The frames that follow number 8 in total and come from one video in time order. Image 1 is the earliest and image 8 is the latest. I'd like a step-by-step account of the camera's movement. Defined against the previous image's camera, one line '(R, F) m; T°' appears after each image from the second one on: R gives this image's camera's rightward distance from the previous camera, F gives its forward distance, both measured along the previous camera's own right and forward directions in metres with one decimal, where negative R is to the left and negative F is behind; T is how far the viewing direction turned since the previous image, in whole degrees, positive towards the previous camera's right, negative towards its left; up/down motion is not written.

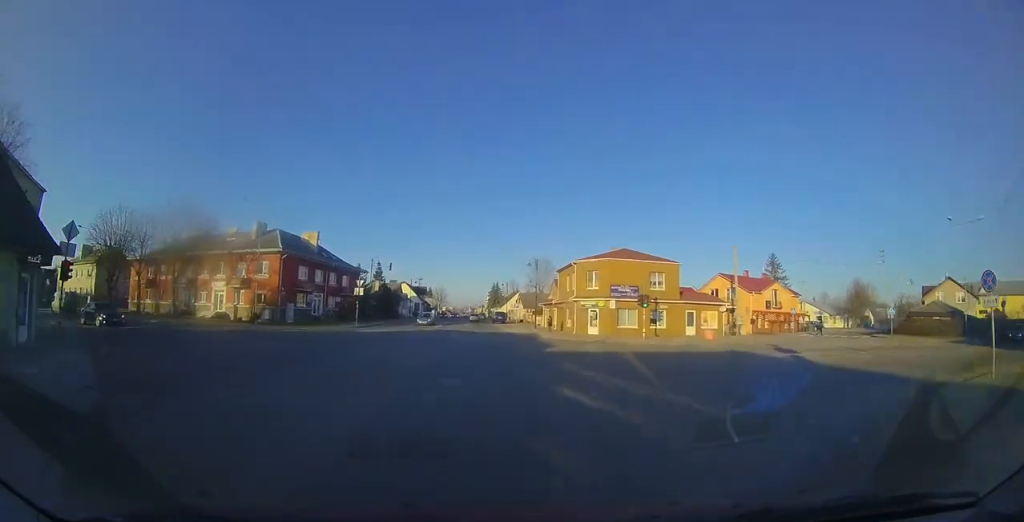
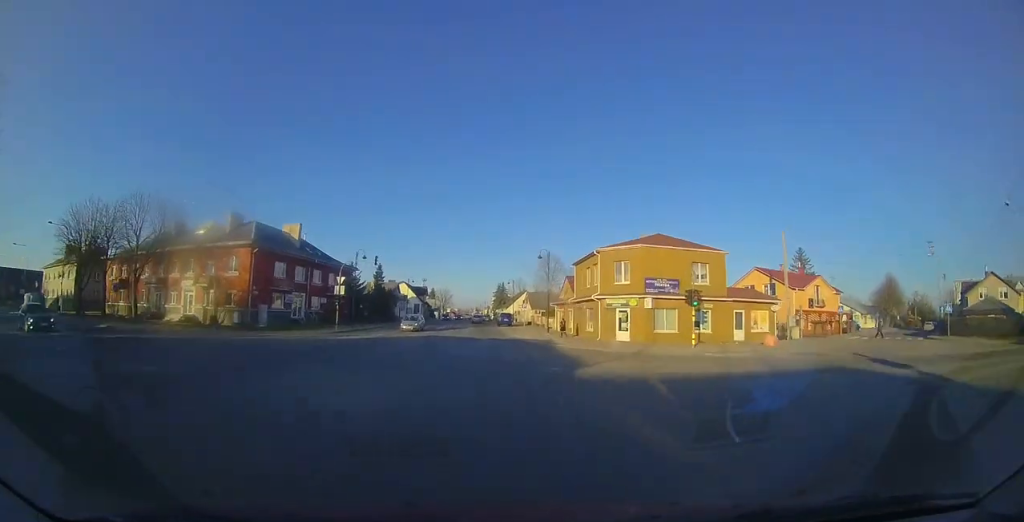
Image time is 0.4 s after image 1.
(-0.1, +5.7) m; -1°
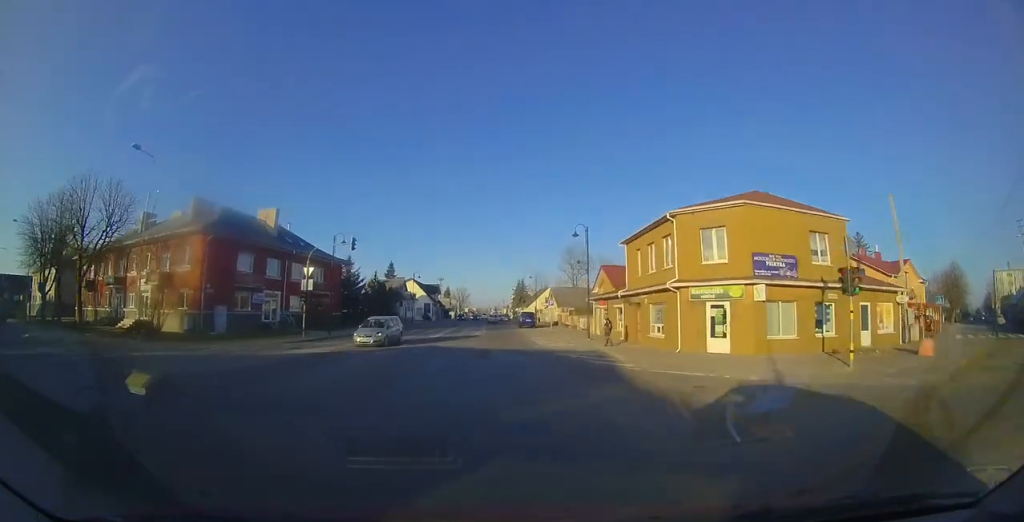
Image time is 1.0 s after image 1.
(-0.1, +8.6) m; -1°
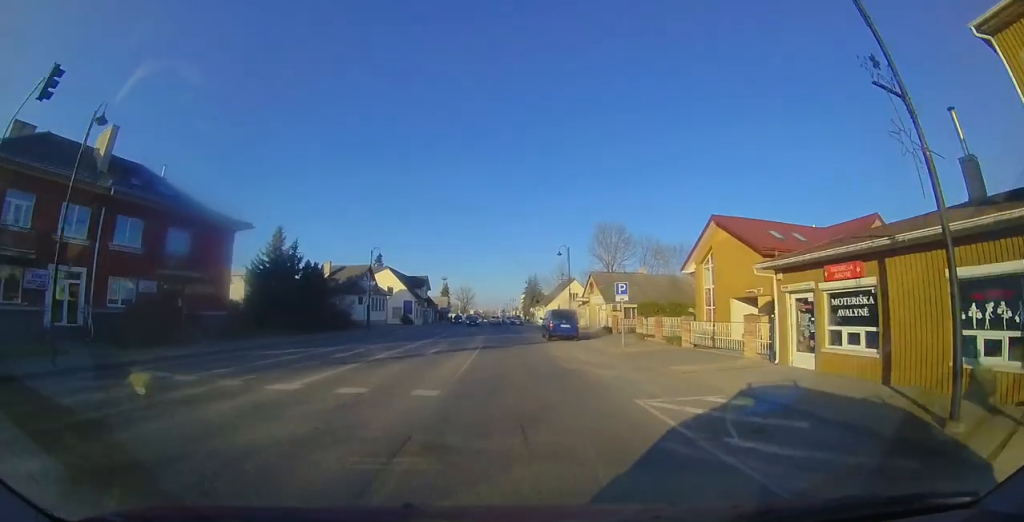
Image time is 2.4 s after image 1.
(-0.4, +20.2) m; -4°
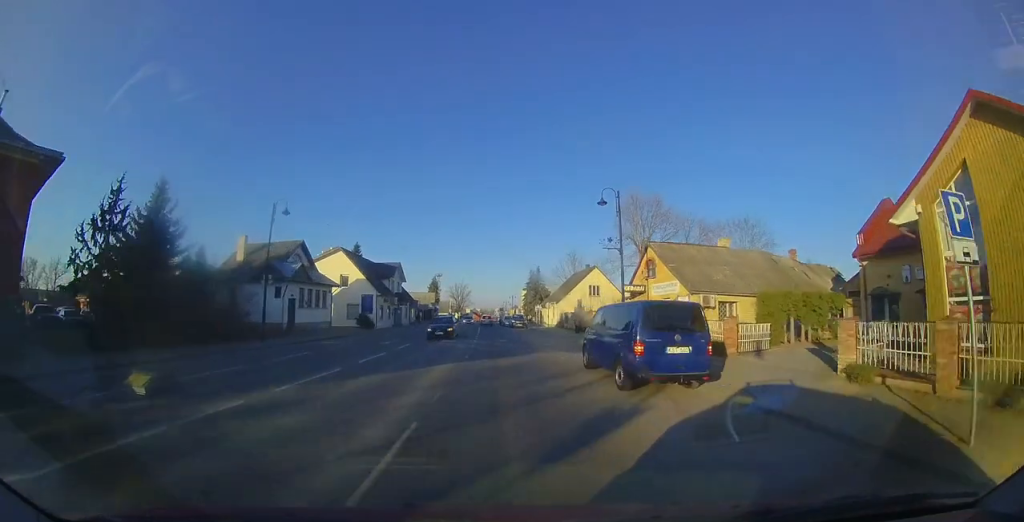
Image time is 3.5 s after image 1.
(-0.6, +14.5) m; -2°
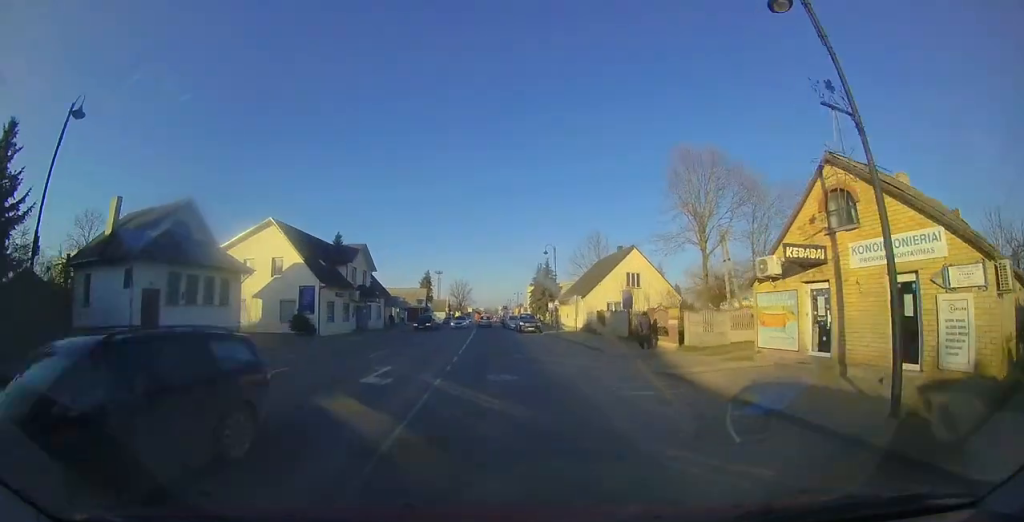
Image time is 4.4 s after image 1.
(0.0, +12.0) m; 0°
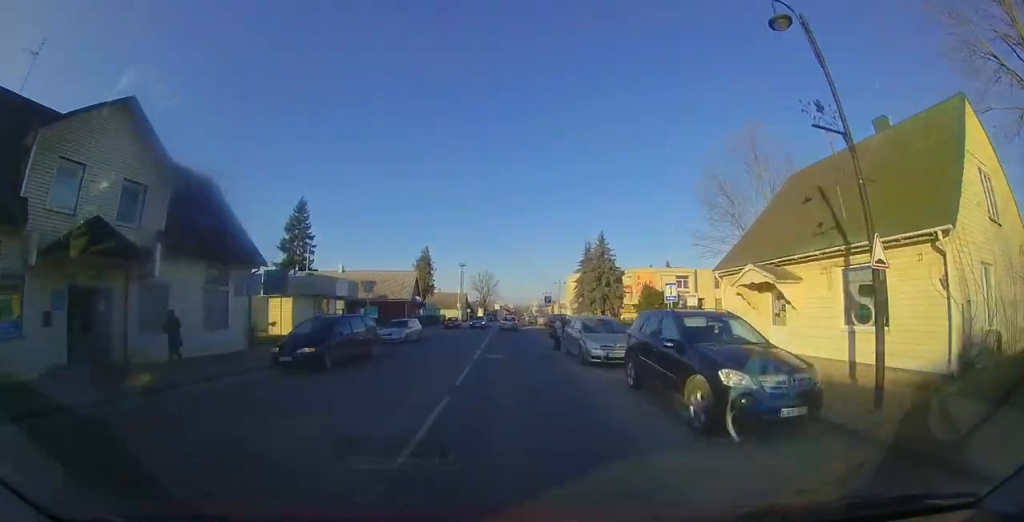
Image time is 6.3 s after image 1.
(-1.6, +24.6) m; -3°
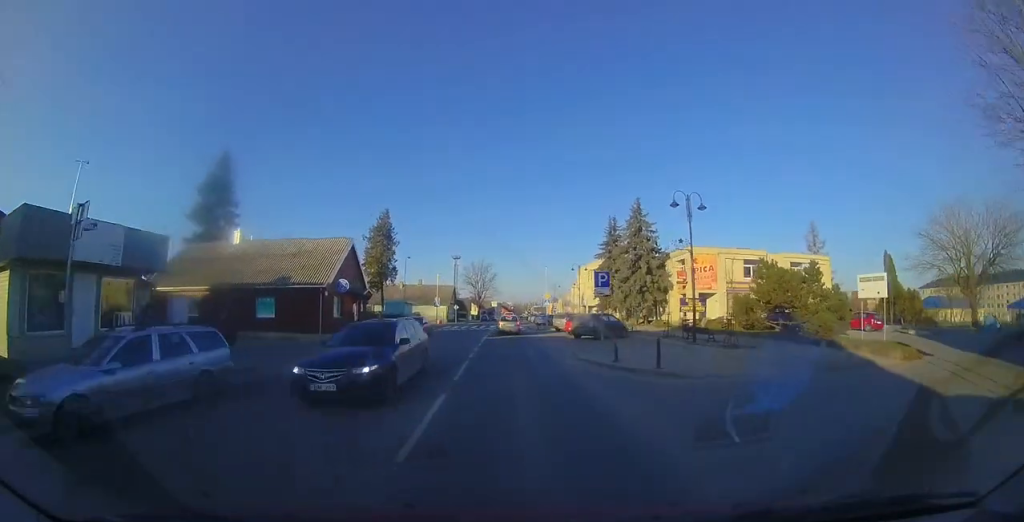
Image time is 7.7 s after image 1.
(+1.1, +16.0) m; +4°
